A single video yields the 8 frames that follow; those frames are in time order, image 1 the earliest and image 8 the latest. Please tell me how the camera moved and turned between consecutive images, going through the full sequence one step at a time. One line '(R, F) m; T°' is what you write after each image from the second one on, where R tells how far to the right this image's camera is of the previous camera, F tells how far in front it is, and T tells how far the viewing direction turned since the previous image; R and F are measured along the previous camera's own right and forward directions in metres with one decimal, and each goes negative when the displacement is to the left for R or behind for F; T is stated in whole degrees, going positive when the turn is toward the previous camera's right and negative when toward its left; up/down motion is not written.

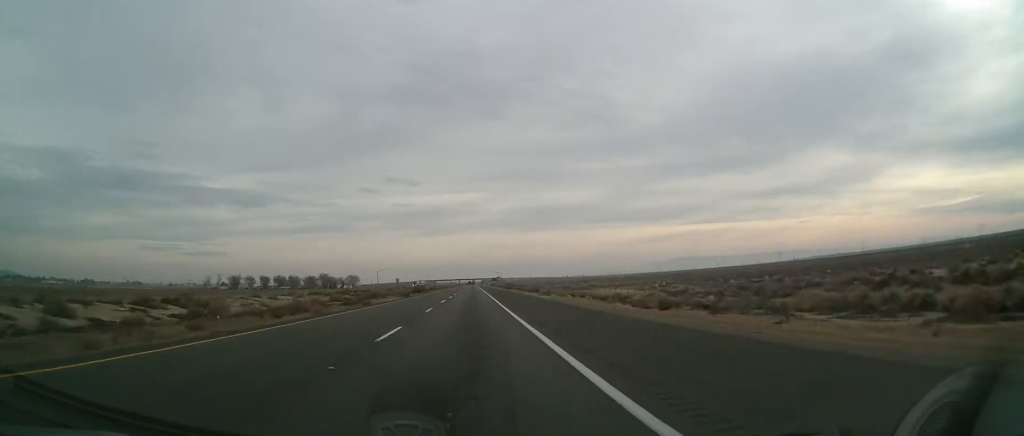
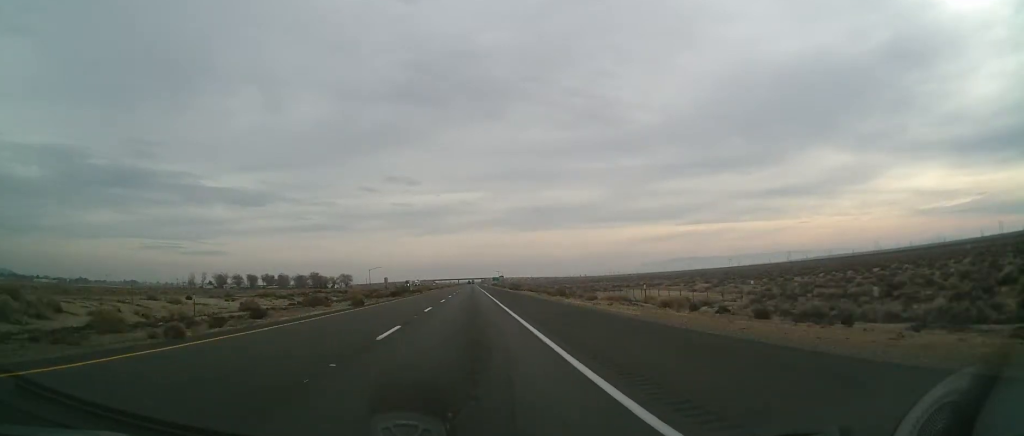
(+0.1, +28.8) m; 0°
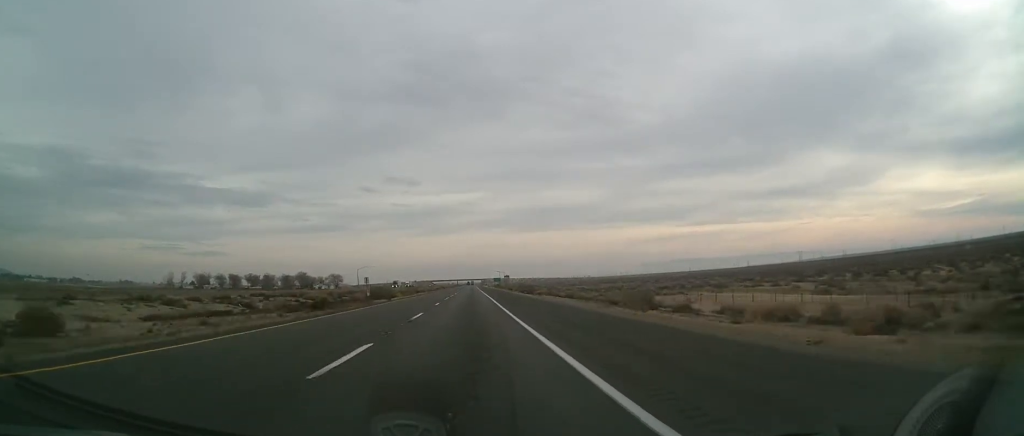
(+0.1, +34.8) m; 0°
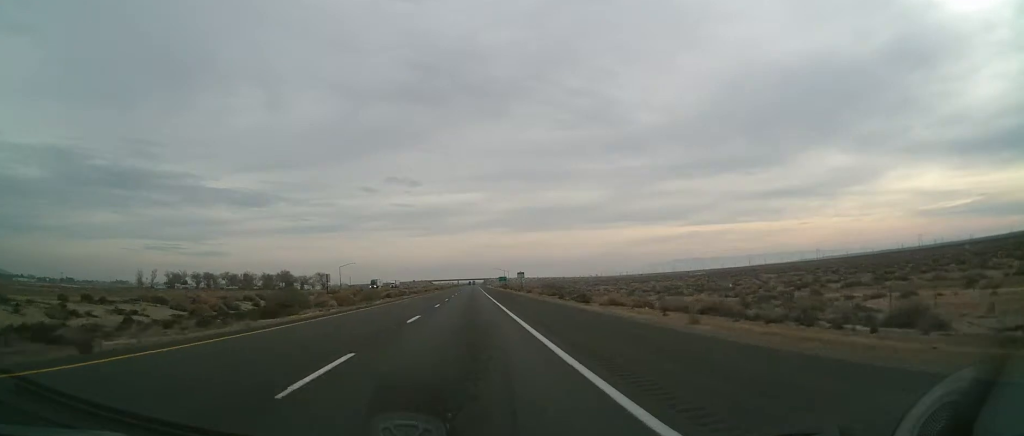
(+0.2, +45.5) m; 0°
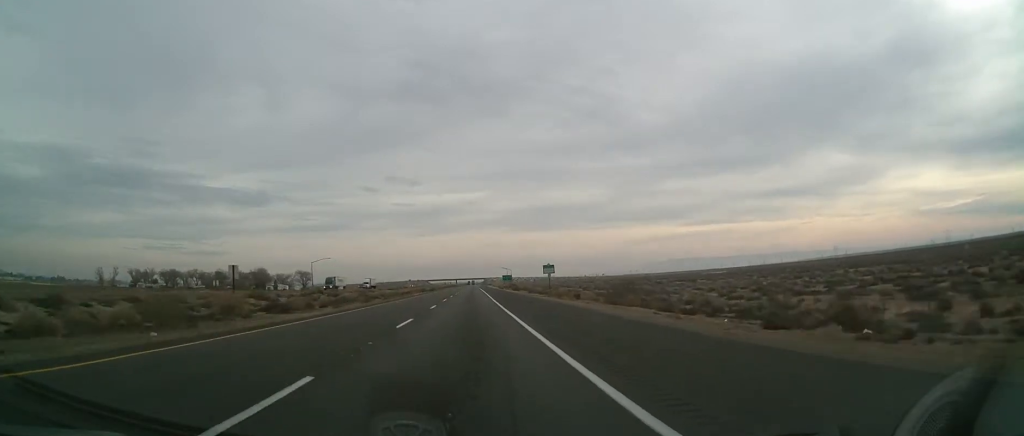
(-0.3, +46.8) m; -1°
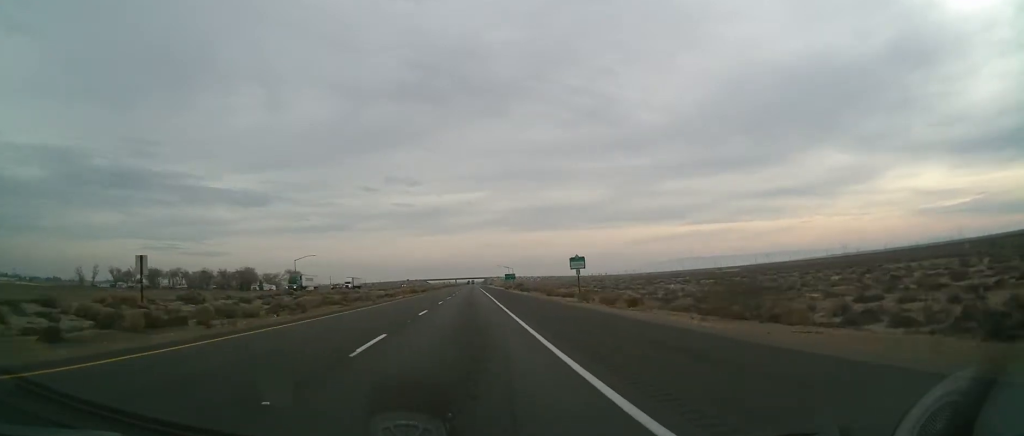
(0.0, +21.5) m; 0°
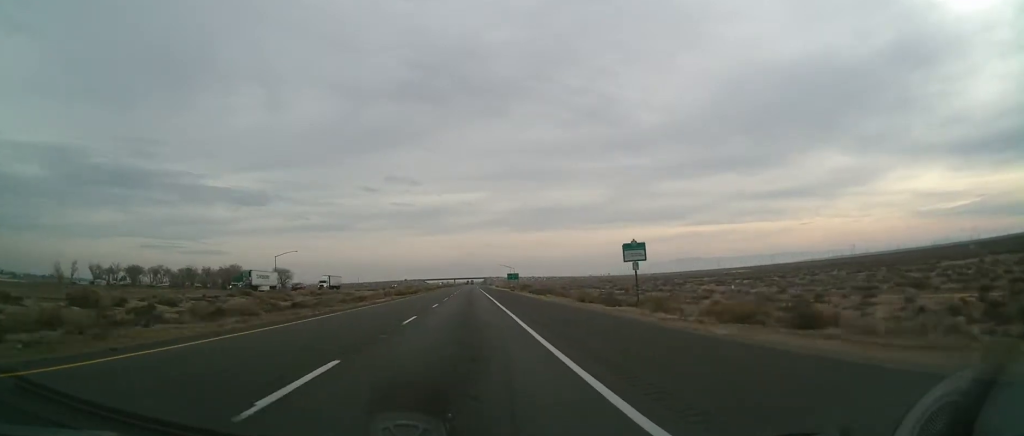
(0.0, +20.3) m; 0°
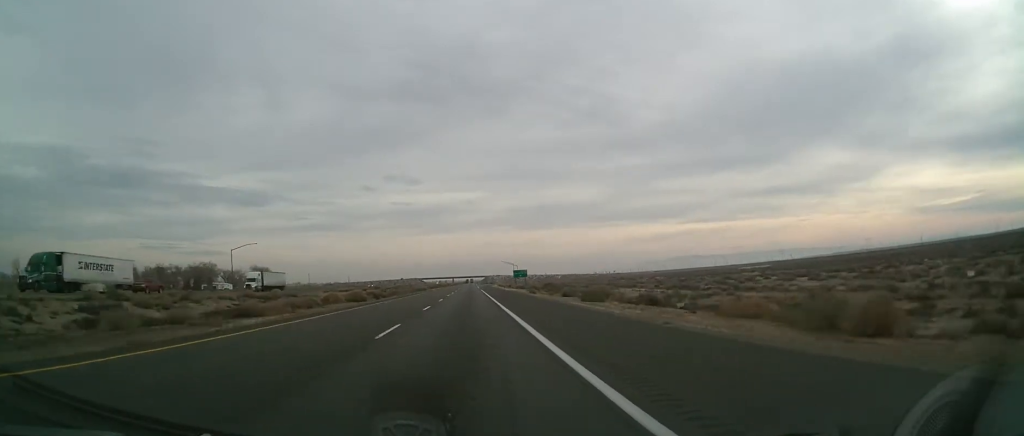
(+0.1, +34.5) m; 0°
